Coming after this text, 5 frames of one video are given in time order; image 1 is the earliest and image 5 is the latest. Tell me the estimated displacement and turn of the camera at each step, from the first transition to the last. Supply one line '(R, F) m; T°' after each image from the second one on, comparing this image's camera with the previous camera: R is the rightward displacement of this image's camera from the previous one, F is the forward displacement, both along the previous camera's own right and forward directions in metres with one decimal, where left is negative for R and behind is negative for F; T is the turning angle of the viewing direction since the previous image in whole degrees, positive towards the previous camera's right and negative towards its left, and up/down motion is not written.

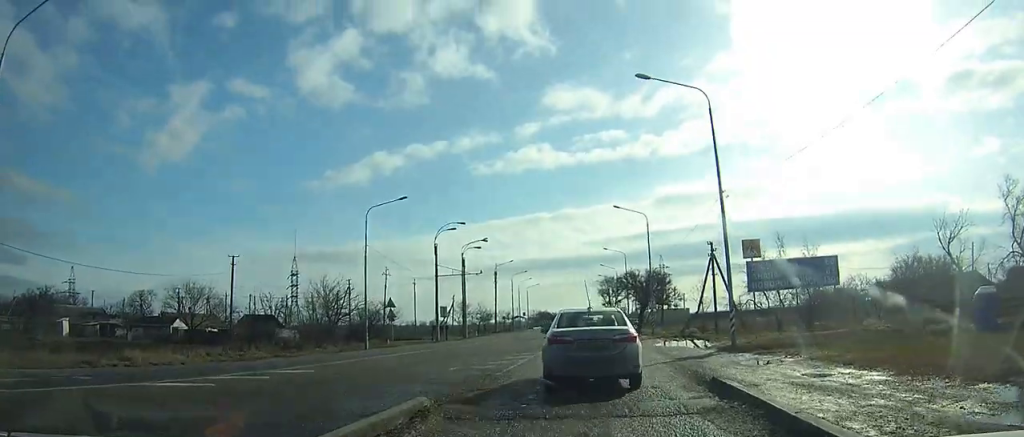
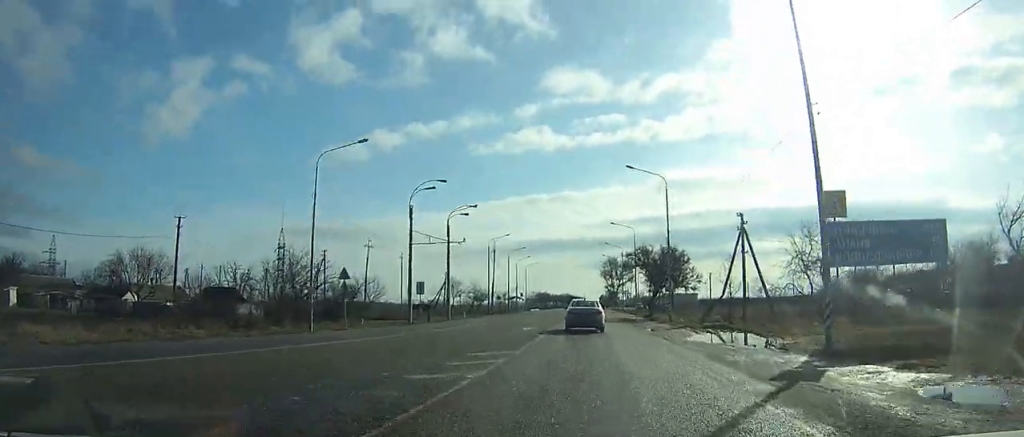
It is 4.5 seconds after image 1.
(+0.4, +11.9) m; +2°
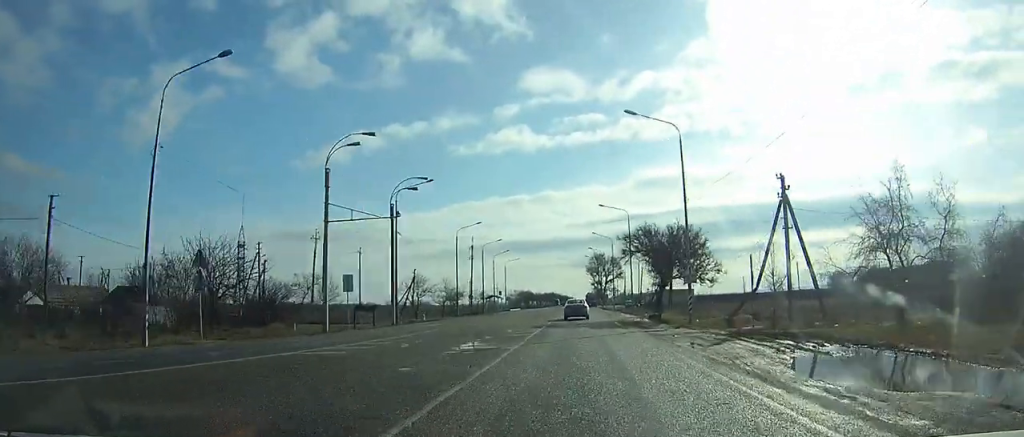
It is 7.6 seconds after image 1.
(0.0, +14.4) m; 0°
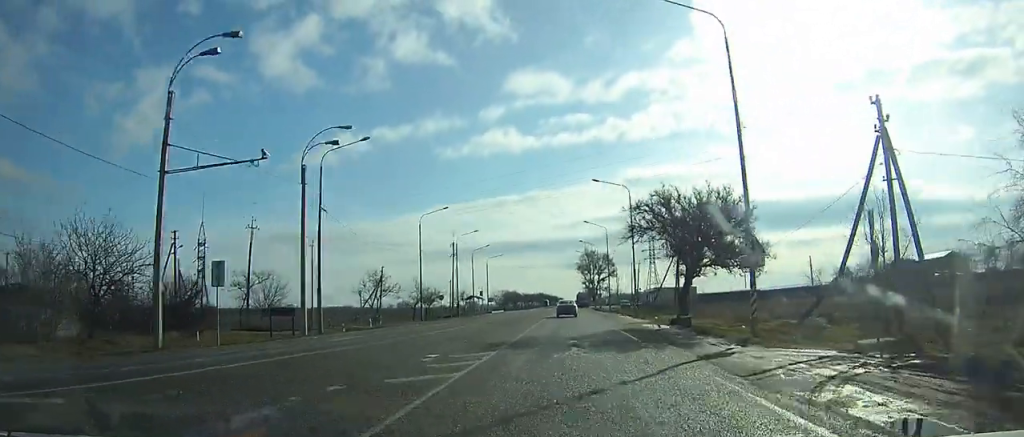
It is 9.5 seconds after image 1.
(0.0, +11.9) m; +1°
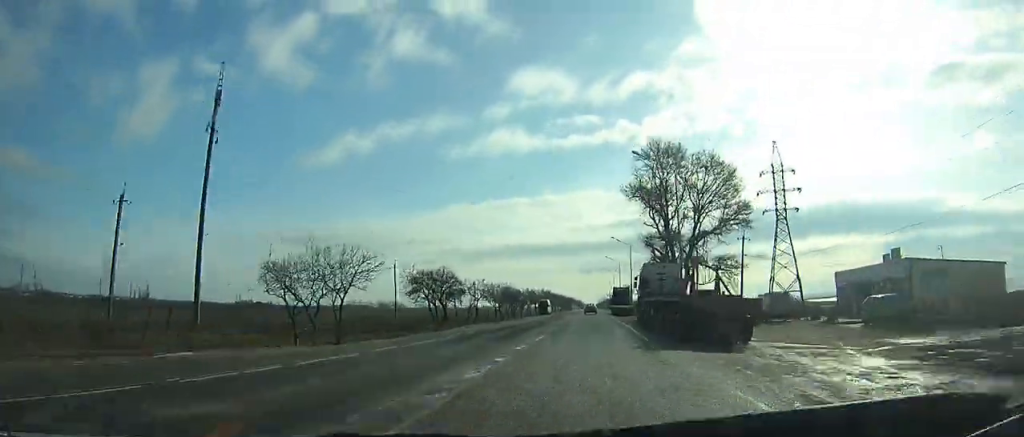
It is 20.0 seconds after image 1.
(-8.0, +120.4) m; -8°
